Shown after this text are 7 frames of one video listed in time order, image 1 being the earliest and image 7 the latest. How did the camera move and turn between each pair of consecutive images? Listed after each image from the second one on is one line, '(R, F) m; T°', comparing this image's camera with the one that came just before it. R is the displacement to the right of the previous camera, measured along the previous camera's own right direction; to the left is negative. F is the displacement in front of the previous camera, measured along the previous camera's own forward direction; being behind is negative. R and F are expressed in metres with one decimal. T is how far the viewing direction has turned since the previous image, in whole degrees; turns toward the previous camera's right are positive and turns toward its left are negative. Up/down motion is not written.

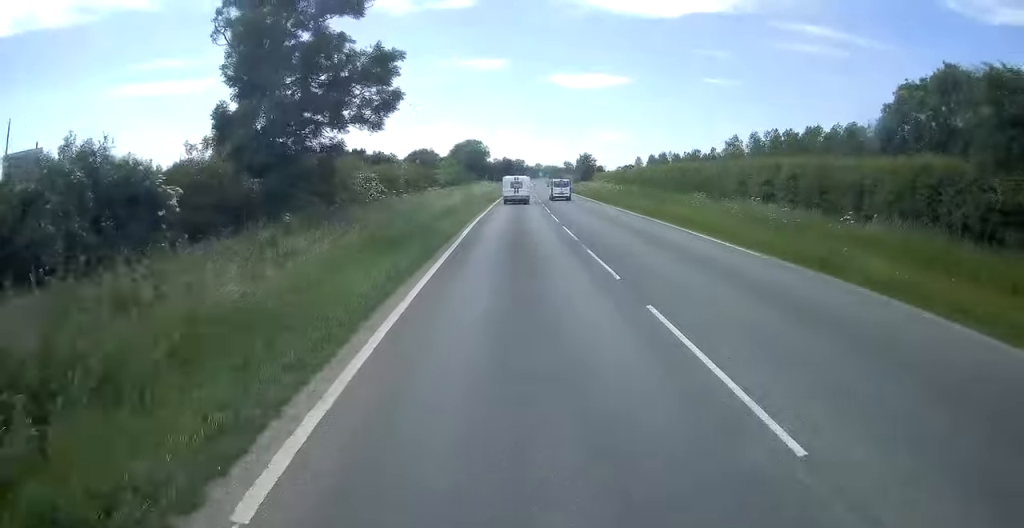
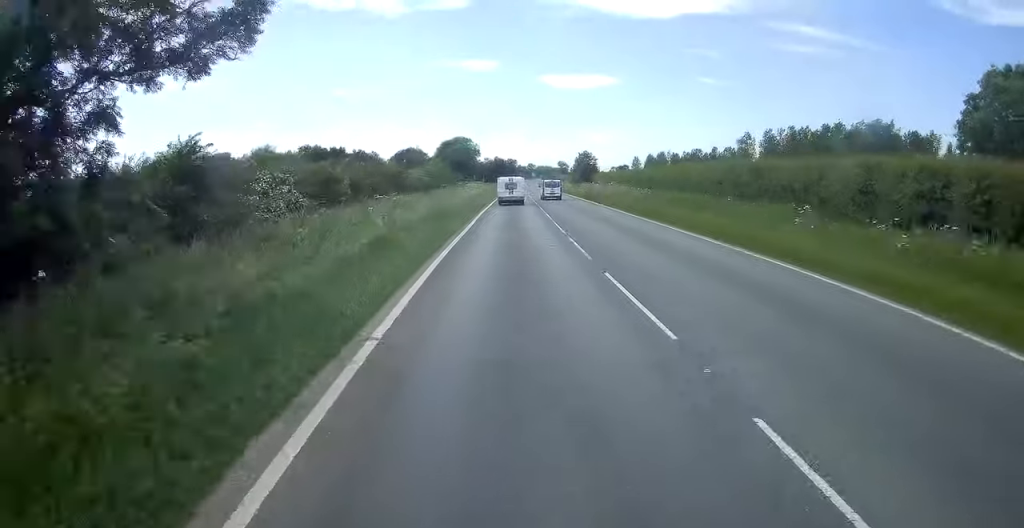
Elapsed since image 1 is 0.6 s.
(-0.5, +14.1) m; 0°
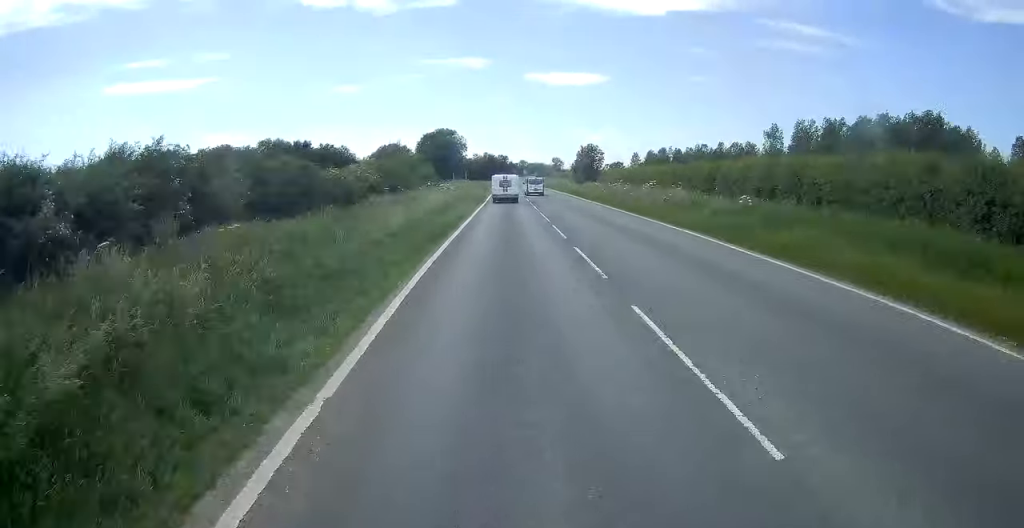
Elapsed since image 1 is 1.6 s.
(+0.7, +20.8) m; +2°
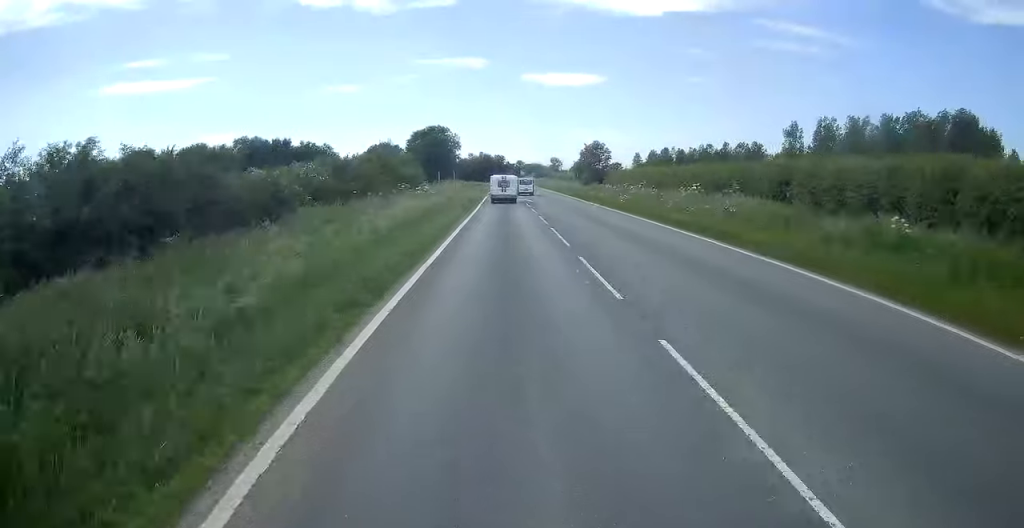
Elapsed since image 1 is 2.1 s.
(-0.1, +11.2) m; 0°
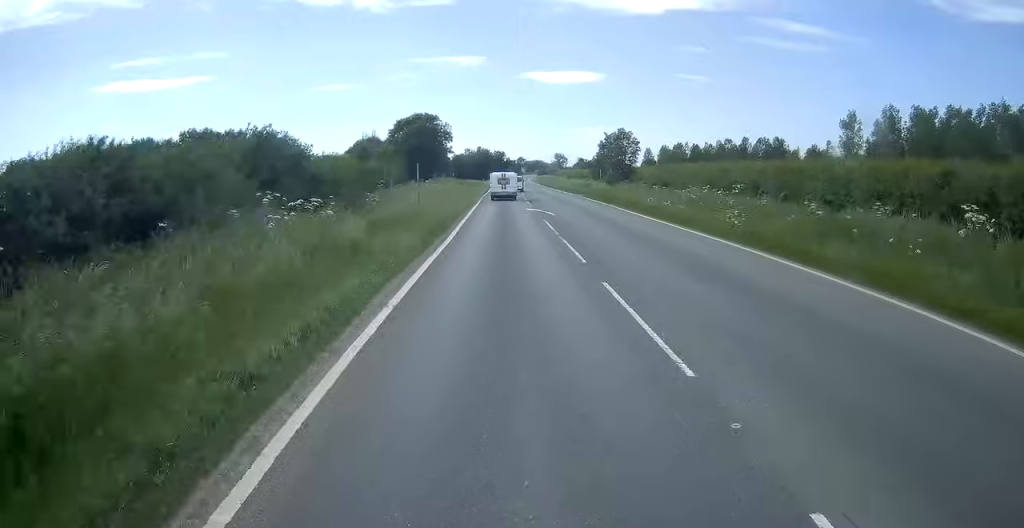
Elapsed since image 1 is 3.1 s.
(-0.1, +22.4) m; 0°
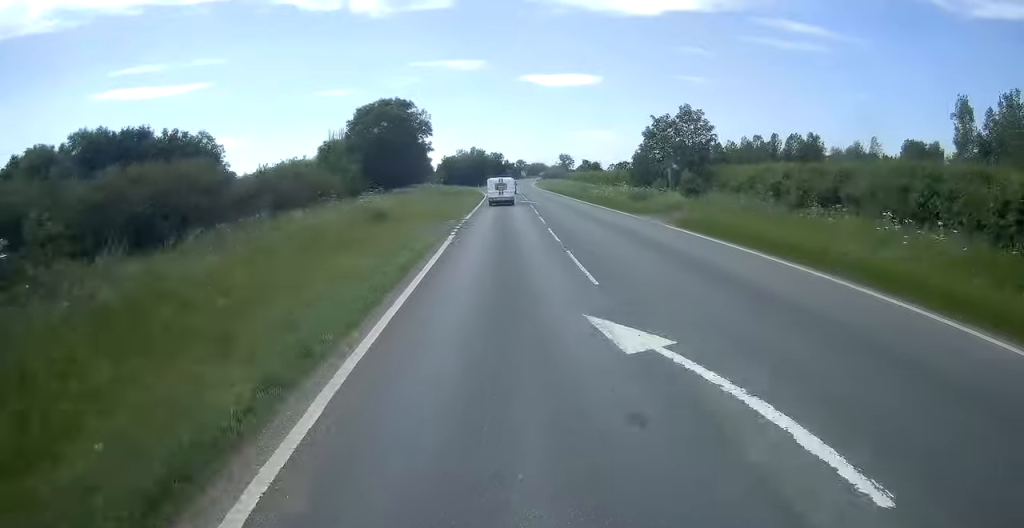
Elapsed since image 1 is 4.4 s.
(0.0, +30.9) m; 0°
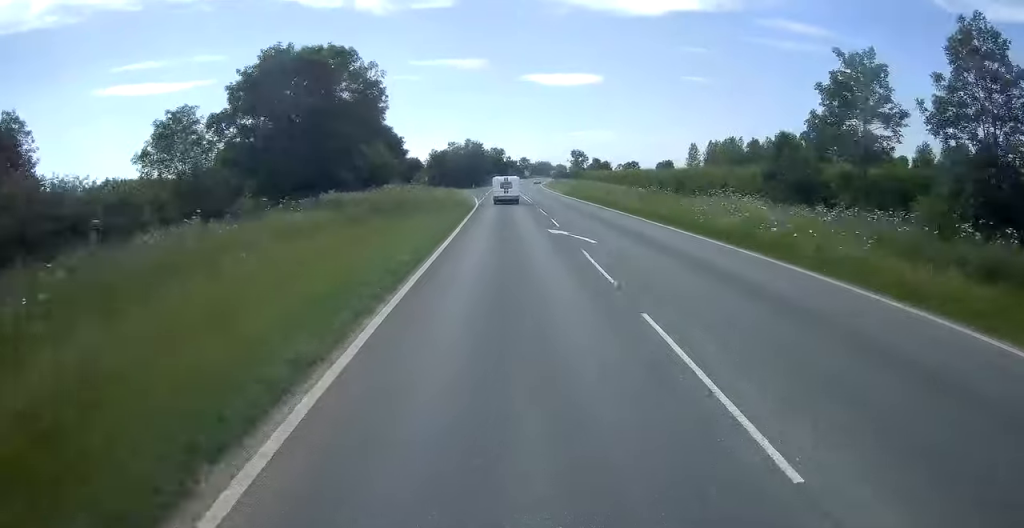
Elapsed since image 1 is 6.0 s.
(+1.0, +35.9) m; +2°
